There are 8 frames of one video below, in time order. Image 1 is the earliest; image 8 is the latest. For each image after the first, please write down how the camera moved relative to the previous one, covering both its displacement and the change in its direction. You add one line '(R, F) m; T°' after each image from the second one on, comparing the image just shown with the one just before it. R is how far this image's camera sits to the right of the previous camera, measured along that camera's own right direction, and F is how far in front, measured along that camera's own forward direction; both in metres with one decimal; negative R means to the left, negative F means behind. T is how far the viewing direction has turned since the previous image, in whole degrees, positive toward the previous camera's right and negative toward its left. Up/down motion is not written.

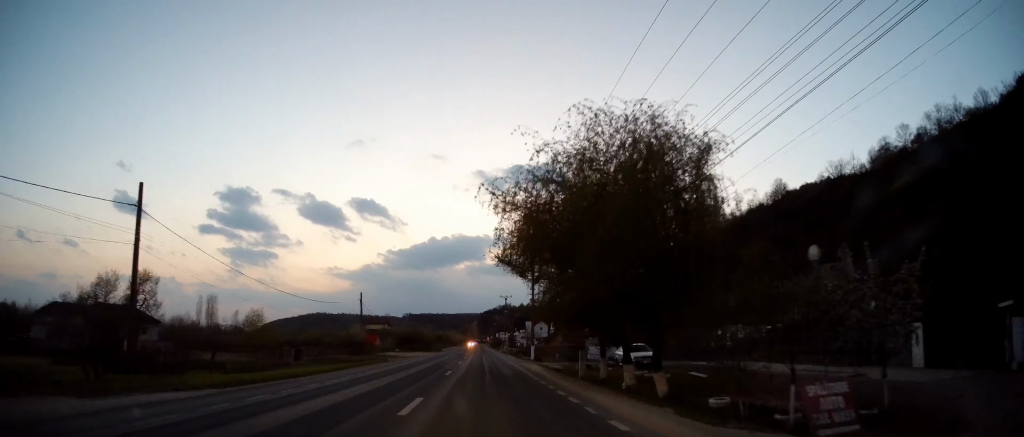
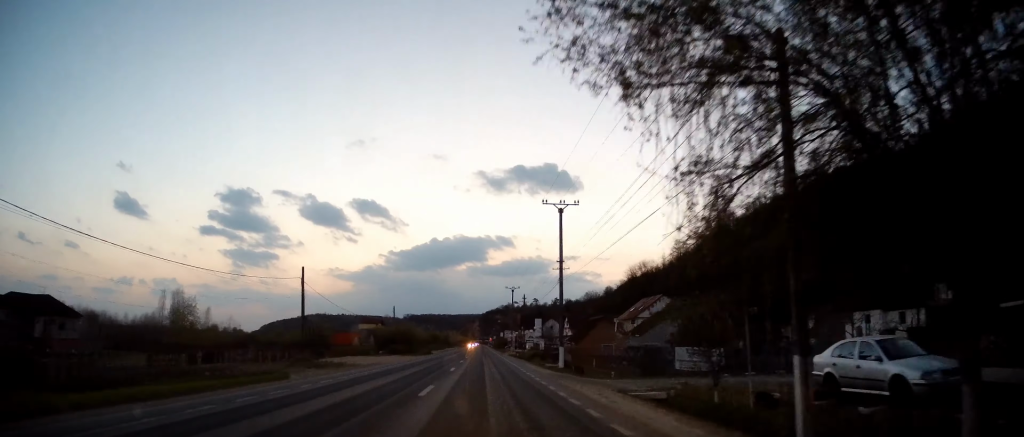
(+0.2, +20.9) m; 0°
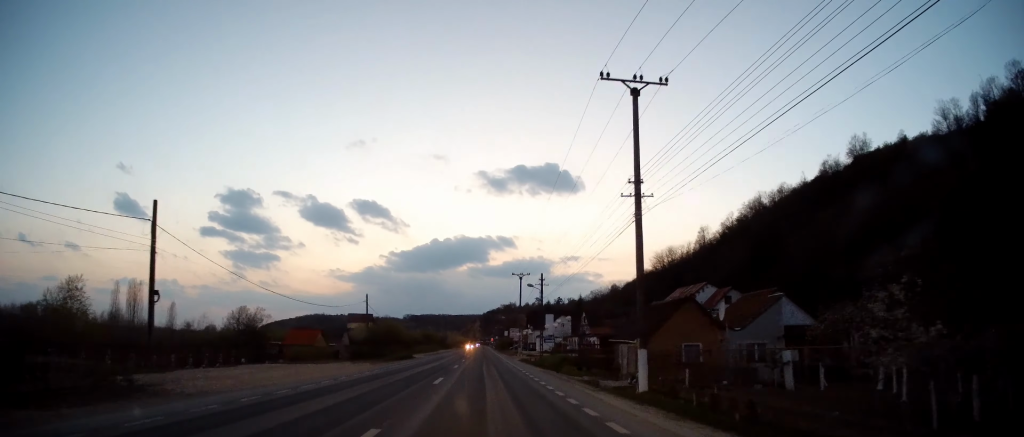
(+0.2, +20.1) m; 0°
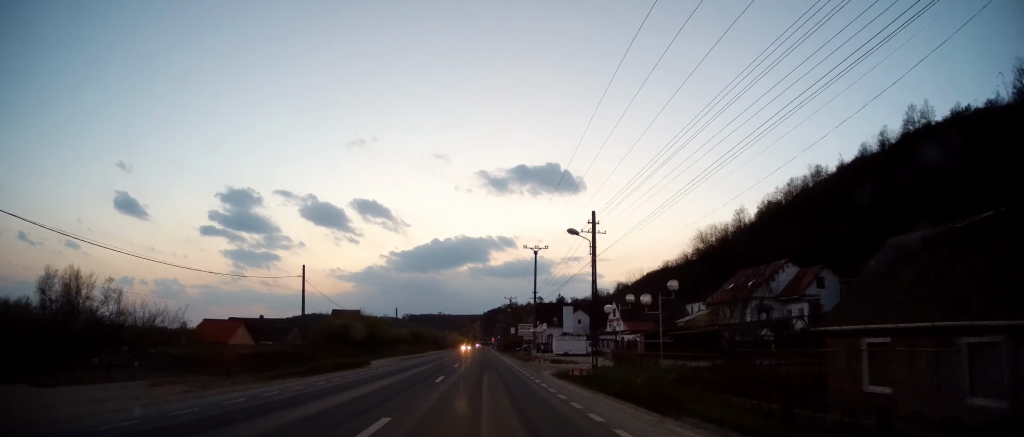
(-0.4, +23.0) m; 0°
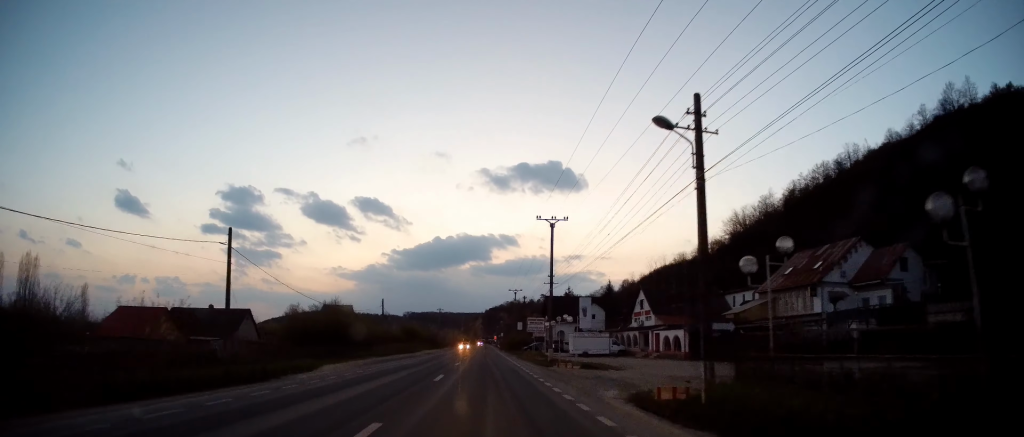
(+0.1, +13.0) m; 0°
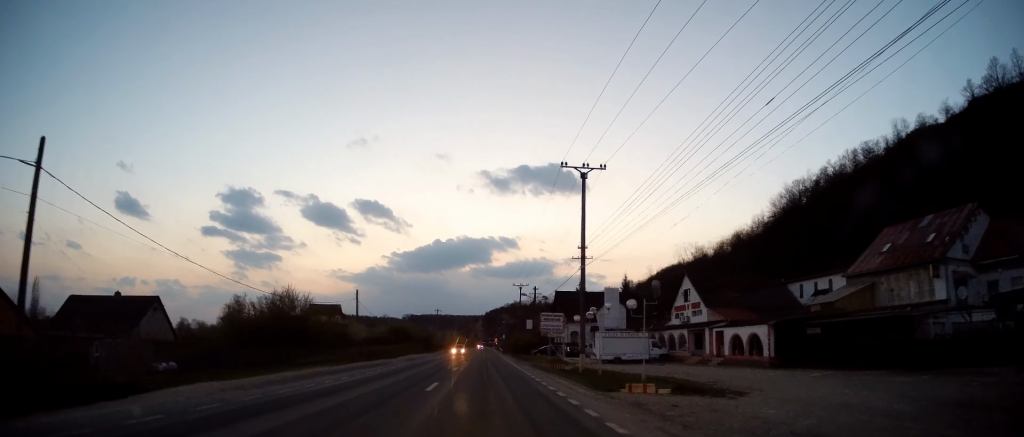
(+0.2, +14.8) m; 0°
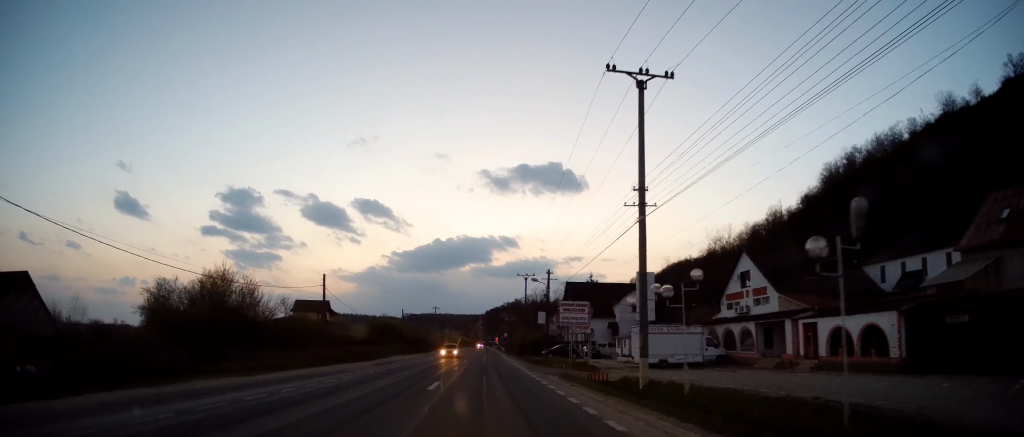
(-0.2, +12.1) m; 0°
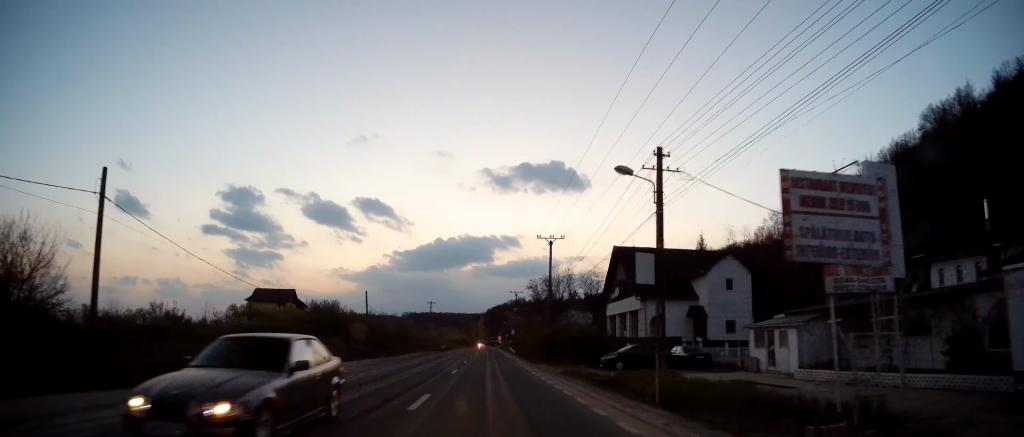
(0.0, +28.8) m; 0°
